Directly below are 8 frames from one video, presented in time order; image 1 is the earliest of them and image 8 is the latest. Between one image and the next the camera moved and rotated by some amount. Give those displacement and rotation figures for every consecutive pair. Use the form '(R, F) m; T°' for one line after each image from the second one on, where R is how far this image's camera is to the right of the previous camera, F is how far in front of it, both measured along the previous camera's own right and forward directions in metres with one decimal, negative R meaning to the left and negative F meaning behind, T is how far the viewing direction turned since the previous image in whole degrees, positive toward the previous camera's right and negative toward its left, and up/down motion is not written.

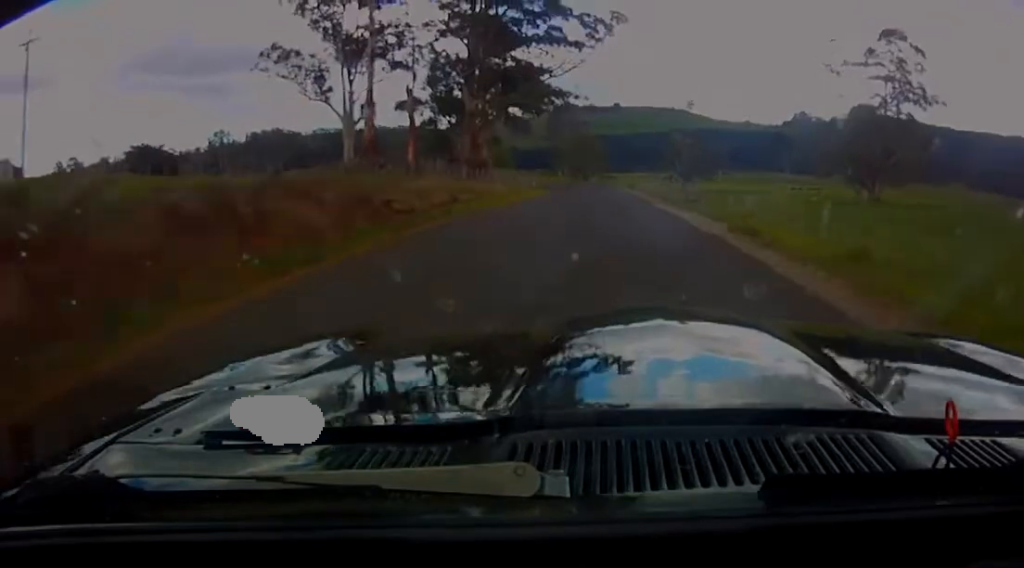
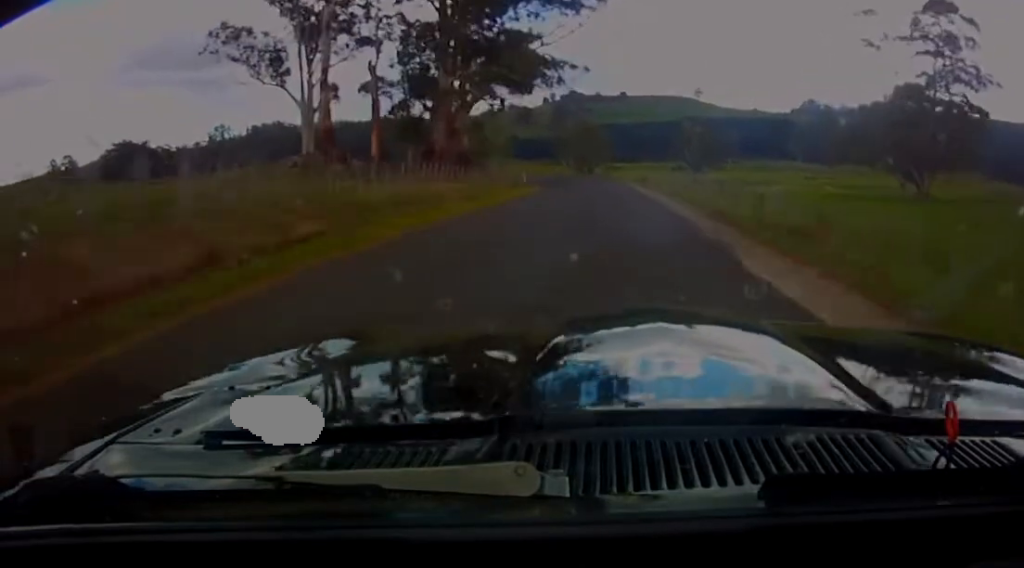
(+0.5, +15.6) m; -2°
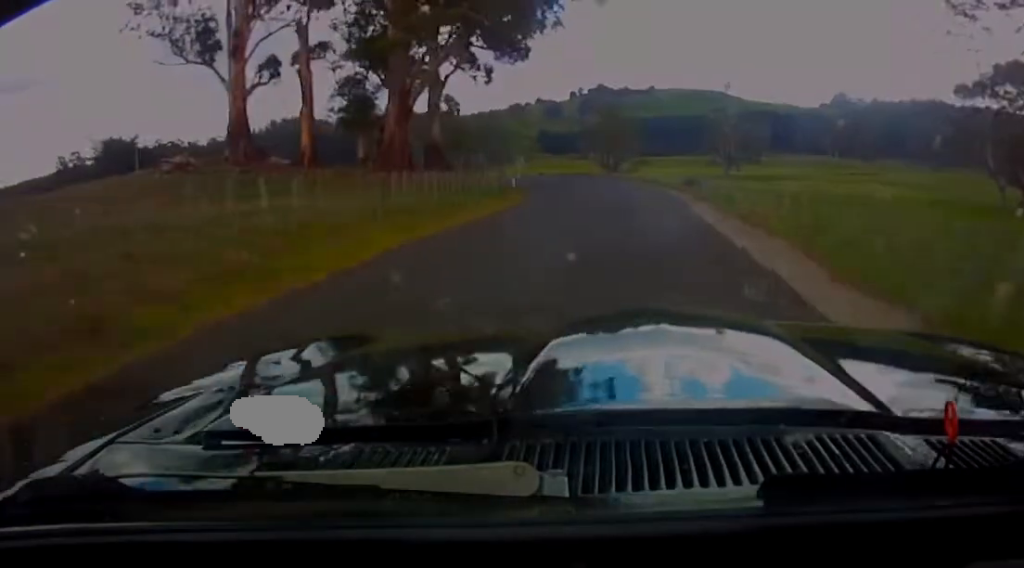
(-0.8, +22.0) m; -4°
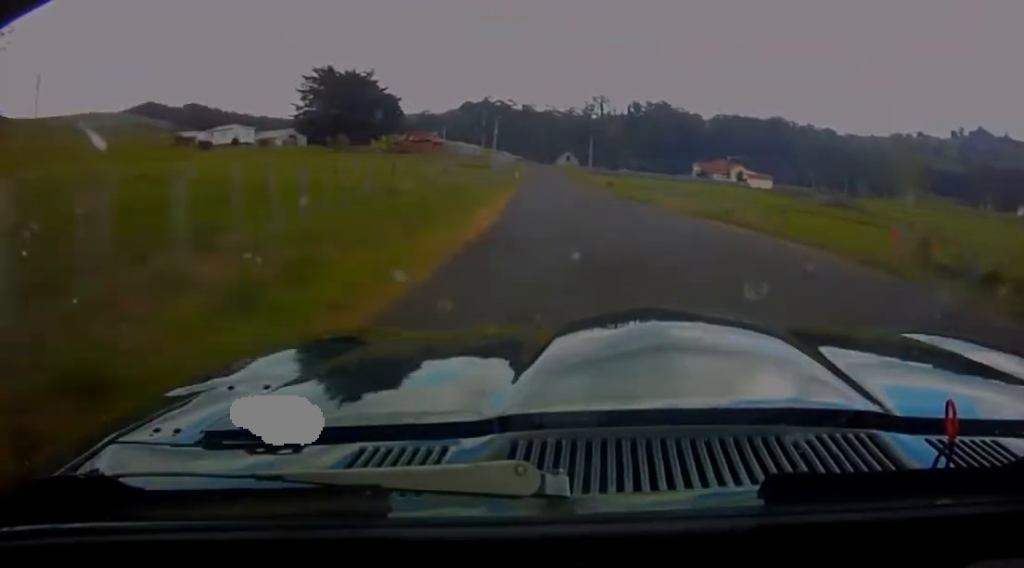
(-11.2, +74.9) m; -20°
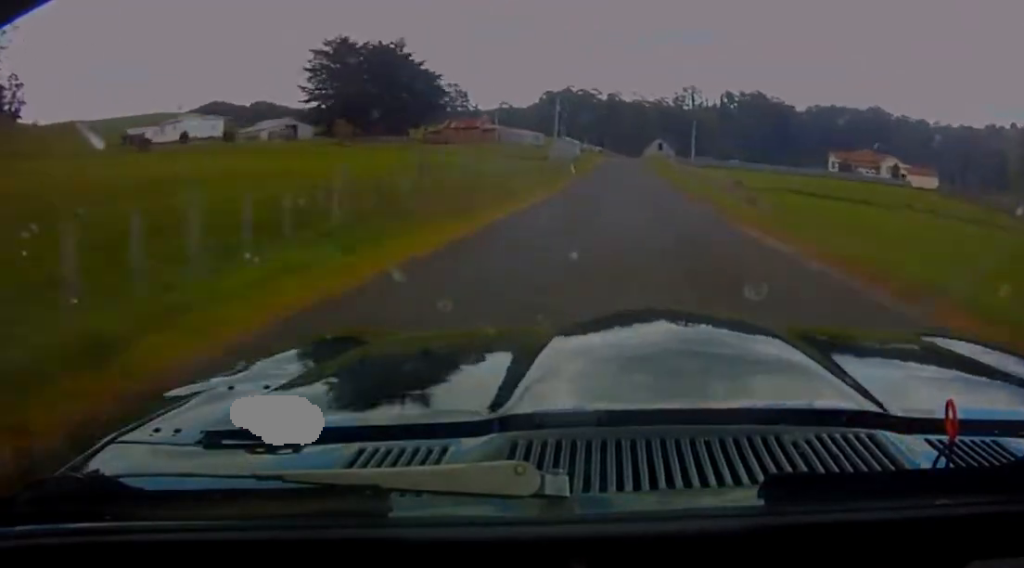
(-5.5, +43.9) m; -11°
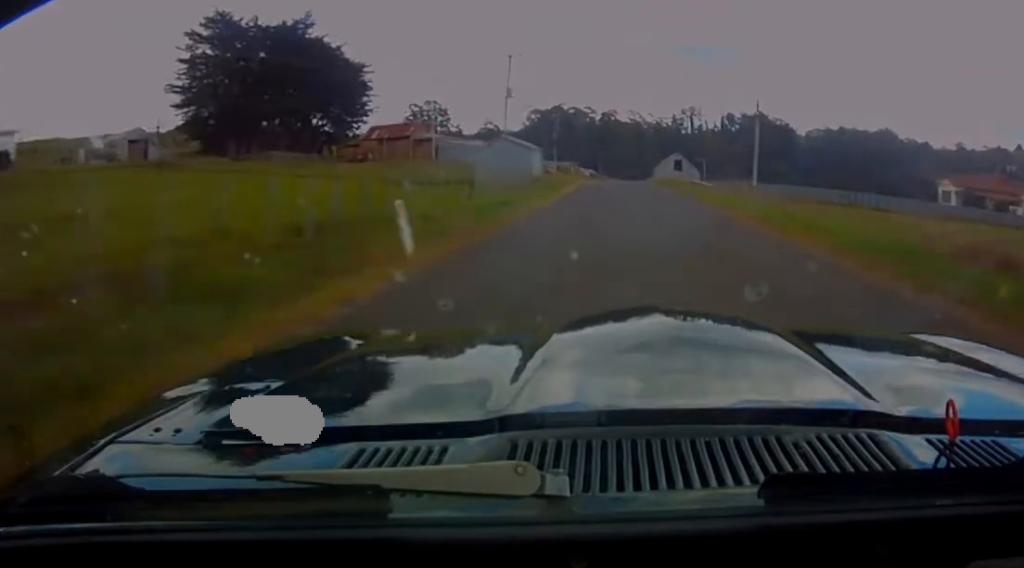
(-1.6, +50.2) m; -1°
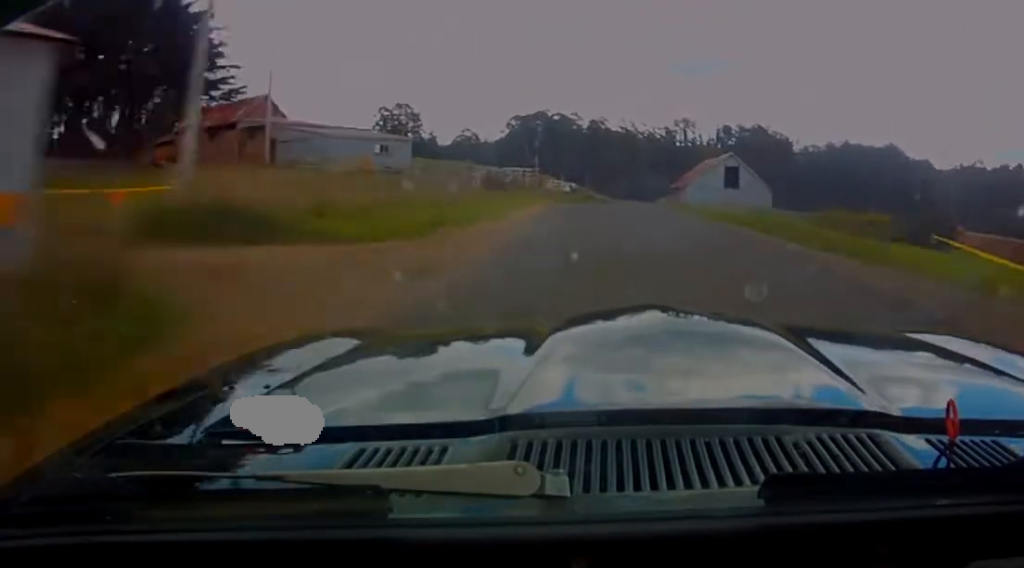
(+1.1, +48.4) m; +1°
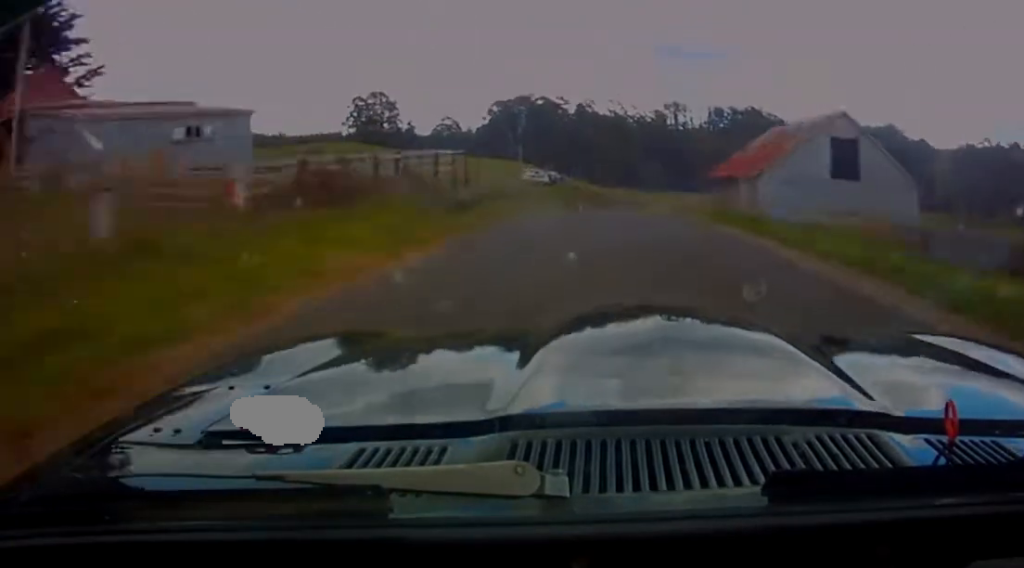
(-0.3, +25.0) m; +2°
